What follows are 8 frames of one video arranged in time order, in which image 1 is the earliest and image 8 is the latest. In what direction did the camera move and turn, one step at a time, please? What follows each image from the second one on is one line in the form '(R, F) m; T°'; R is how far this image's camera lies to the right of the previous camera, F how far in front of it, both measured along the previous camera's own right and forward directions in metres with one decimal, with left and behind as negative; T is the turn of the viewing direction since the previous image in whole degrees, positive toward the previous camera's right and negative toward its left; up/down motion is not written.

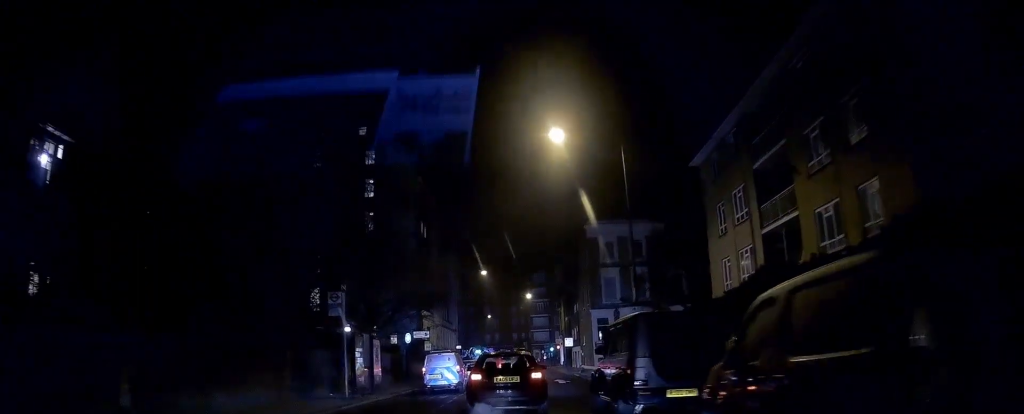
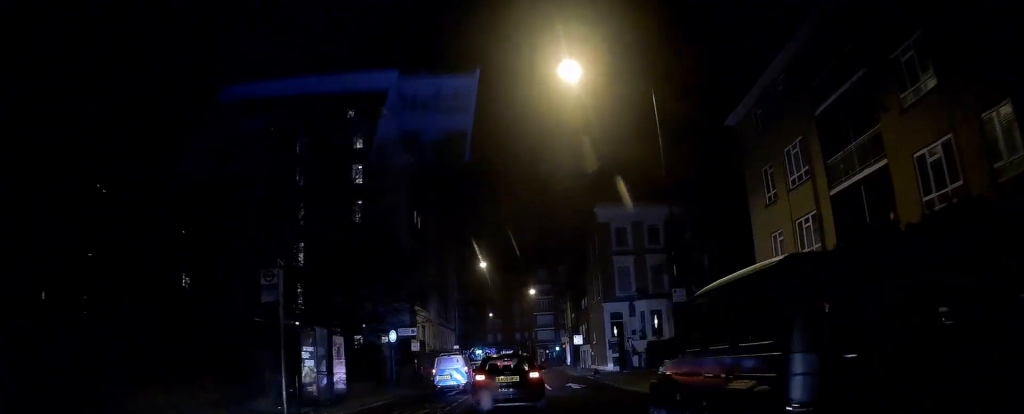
(0.0, +5.5) m; 0°
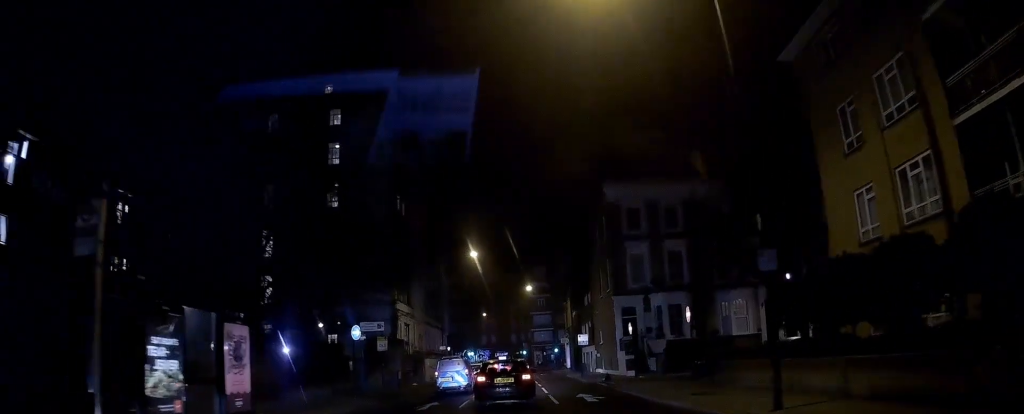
(0.0, +5.9) m; 0°
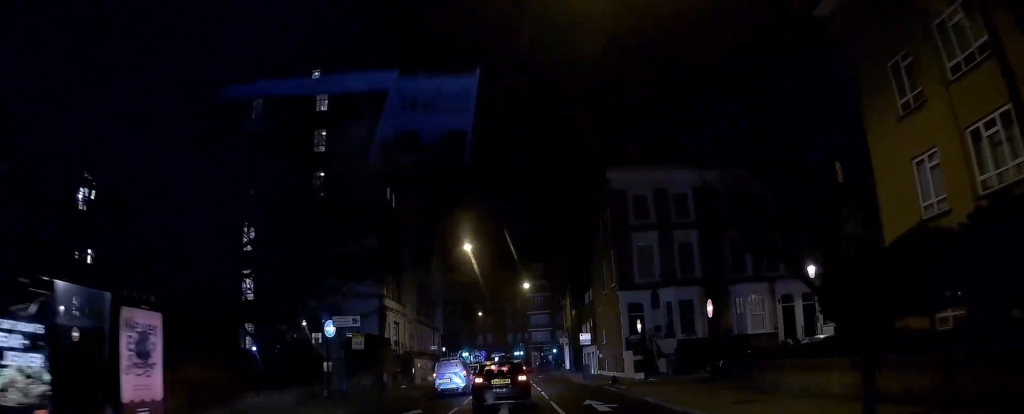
(0.0, +2.8) m; 0°
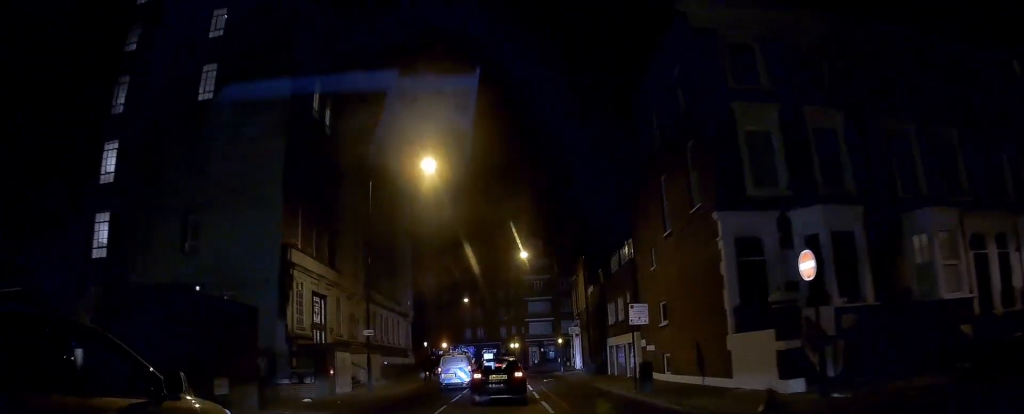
(-0.5, +16.4) m; -3°
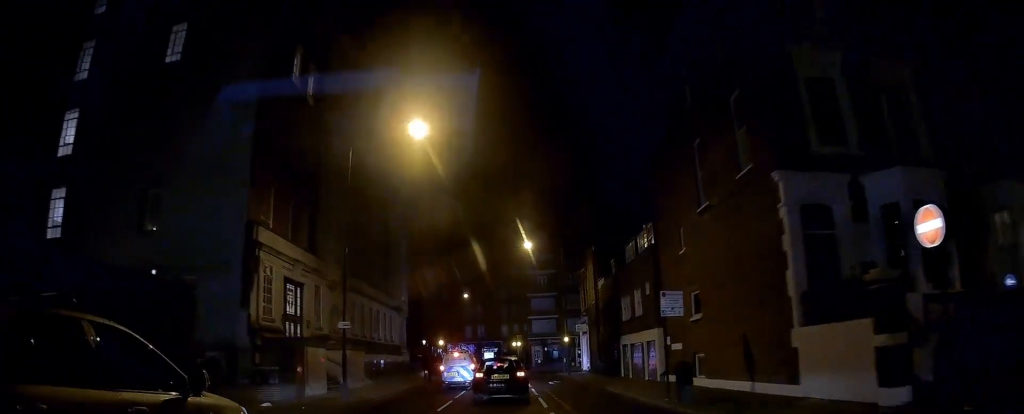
(0.0, +3.9) m; 0°
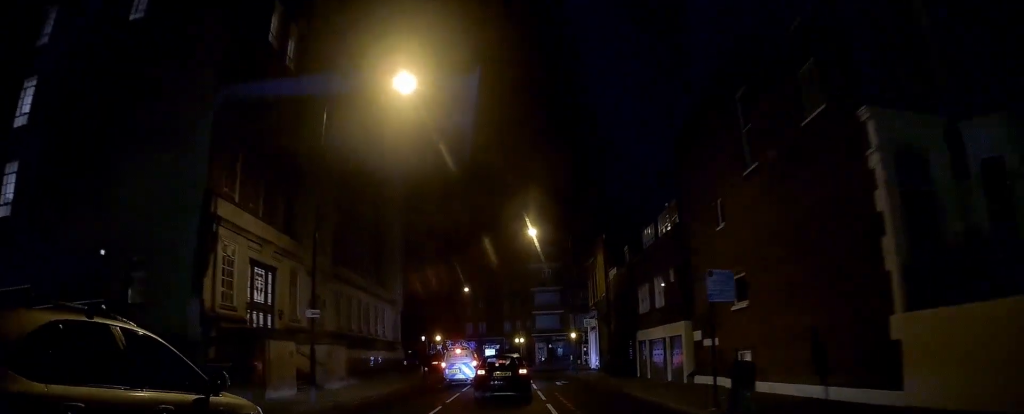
(+0.1, +3.9) m; +1°
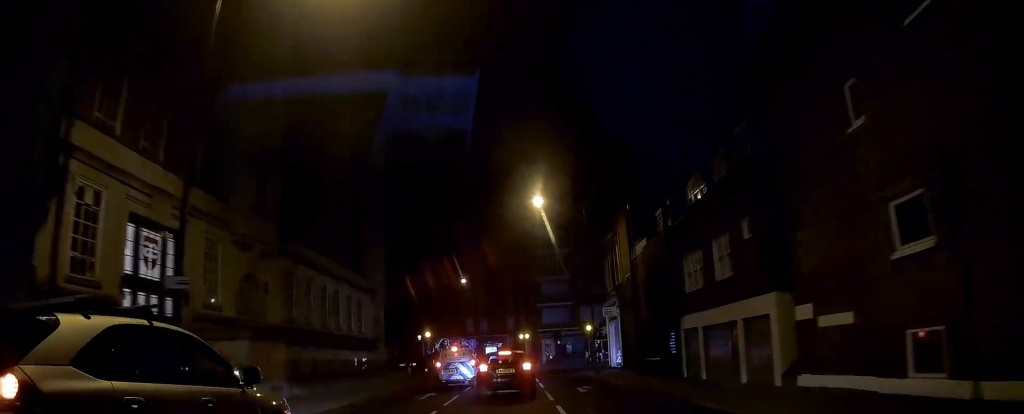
(+0.1, +8.3) m; 0°
